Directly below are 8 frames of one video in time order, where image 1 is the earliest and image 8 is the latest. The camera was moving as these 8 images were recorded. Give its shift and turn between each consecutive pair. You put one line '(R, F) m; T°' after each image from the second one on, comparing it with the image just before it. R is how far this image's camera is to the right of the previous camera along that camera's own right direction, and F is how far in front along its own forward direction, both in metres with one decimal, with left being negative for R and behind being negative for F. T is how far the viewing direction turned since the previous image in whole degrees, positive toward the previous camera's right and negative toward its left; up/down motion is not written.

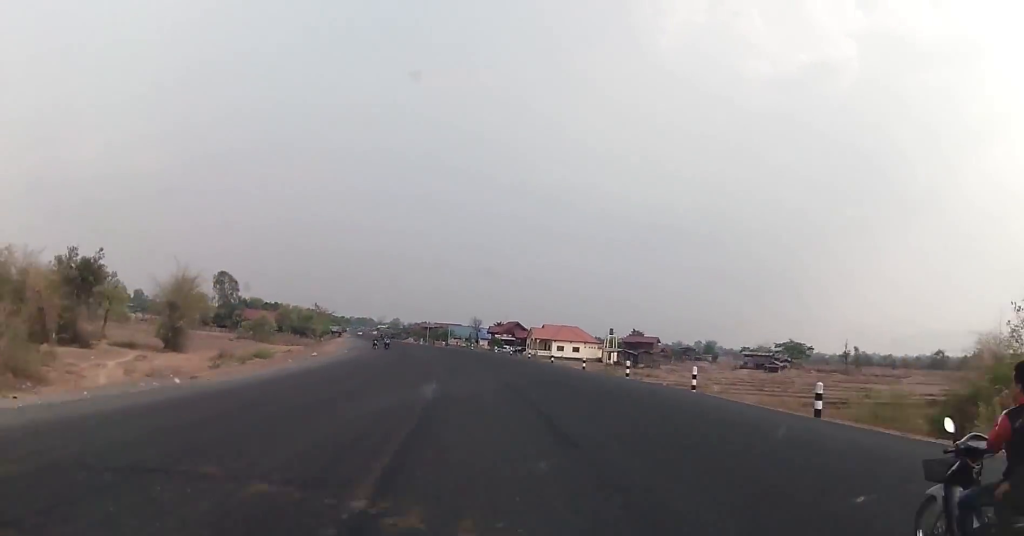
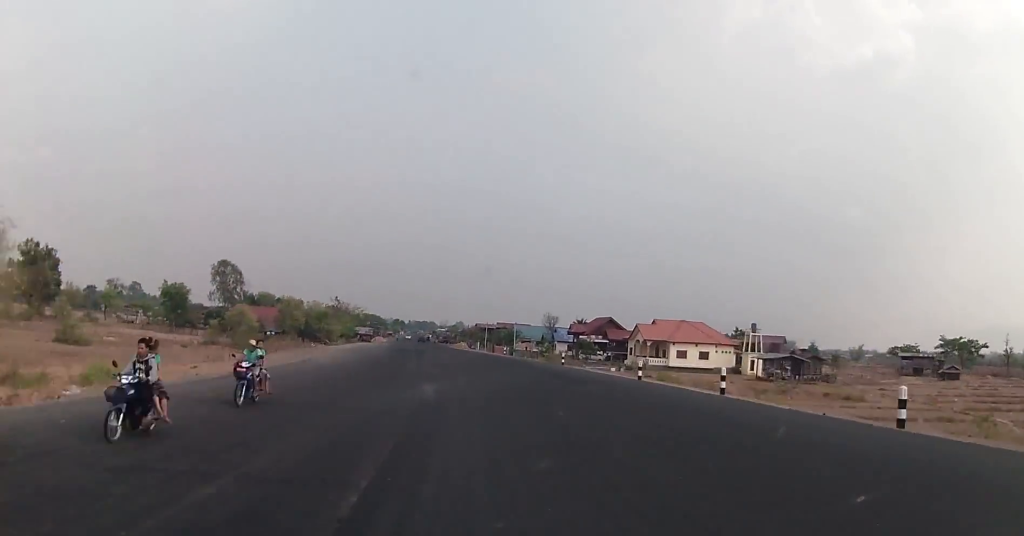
(-4.3, +50.6) m; -4°
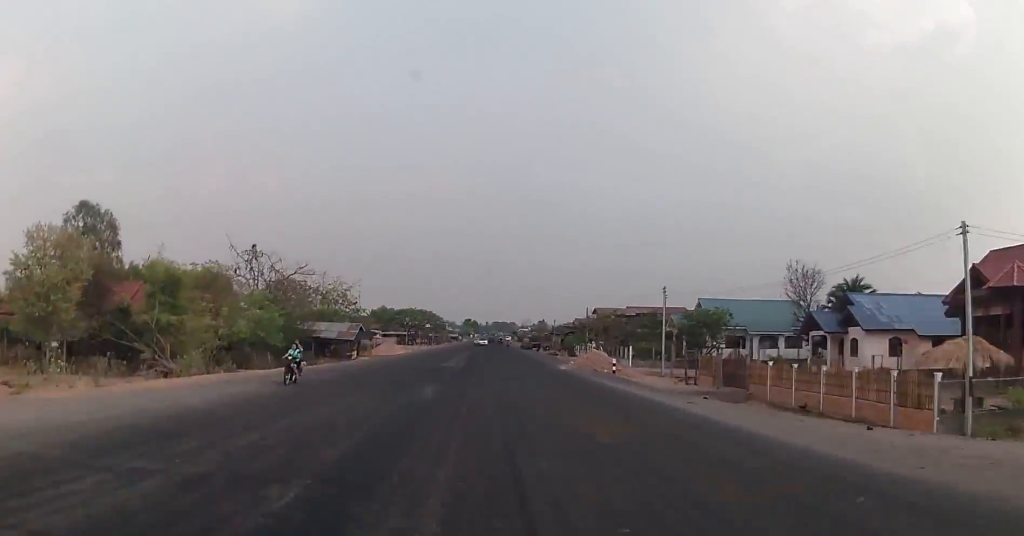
(-6.3, +97.1) m; -5°
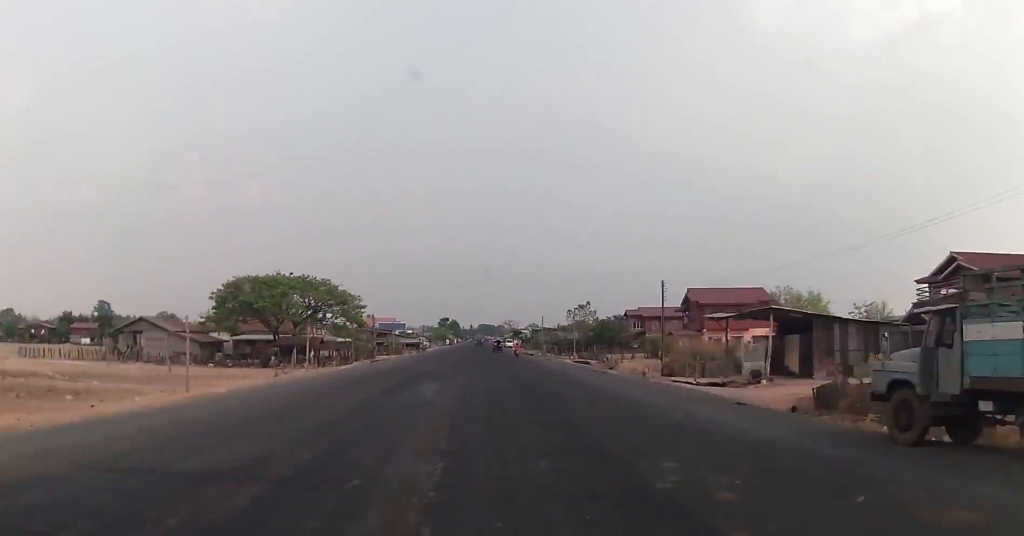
(-1.4, +127.0) m; -1°
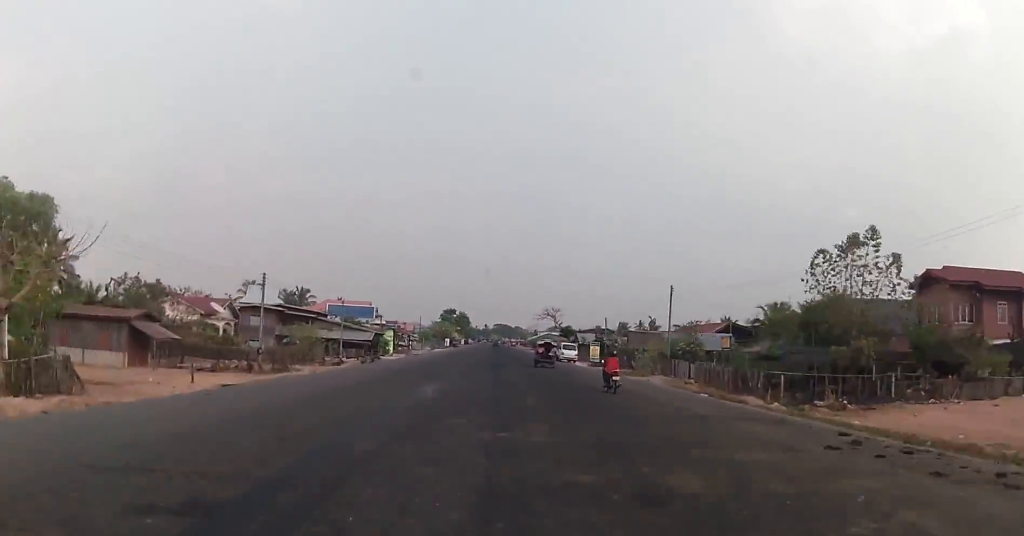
(0.0, +79.5) m; 0°
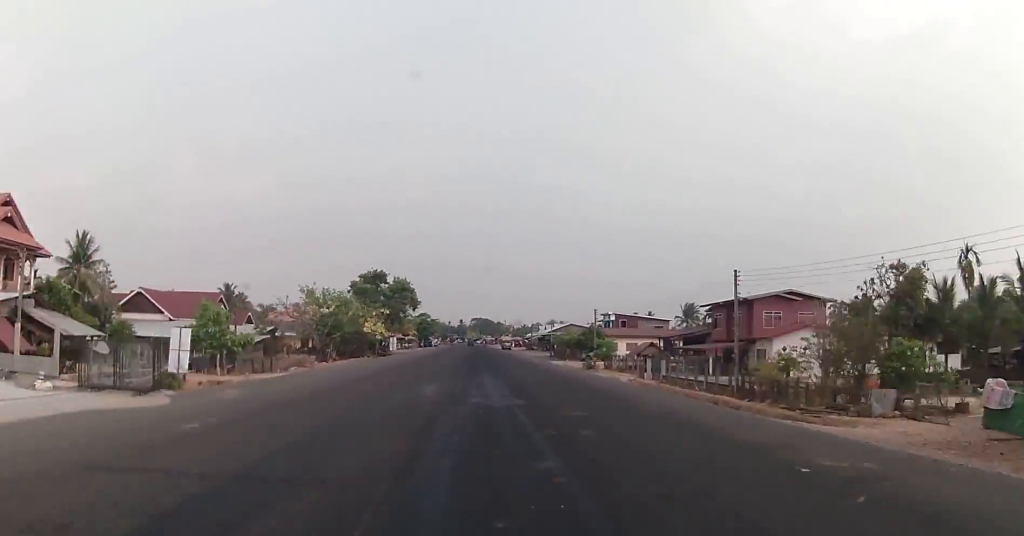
(+0.9, +112.4) m; +1°
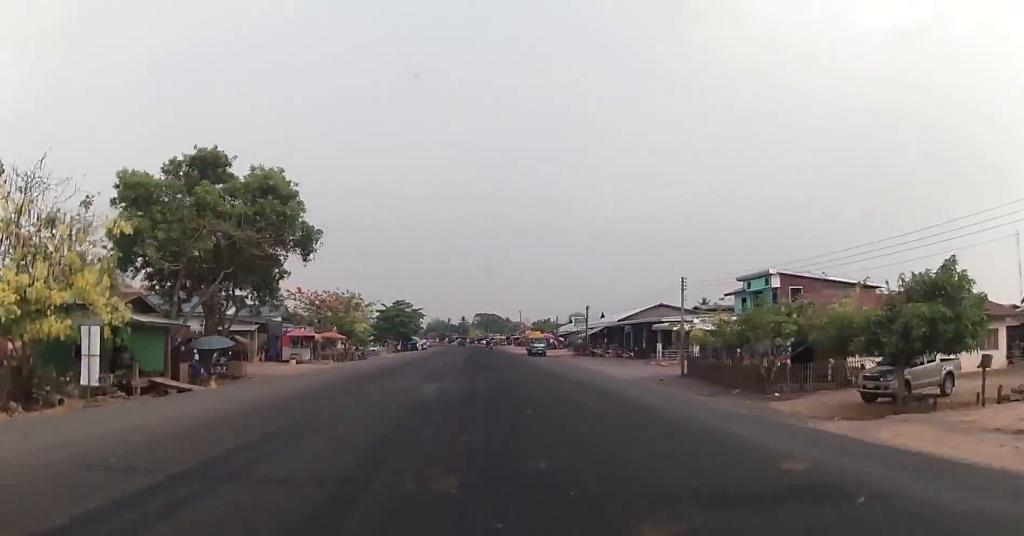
(+0.4, +65.6) m; 0°
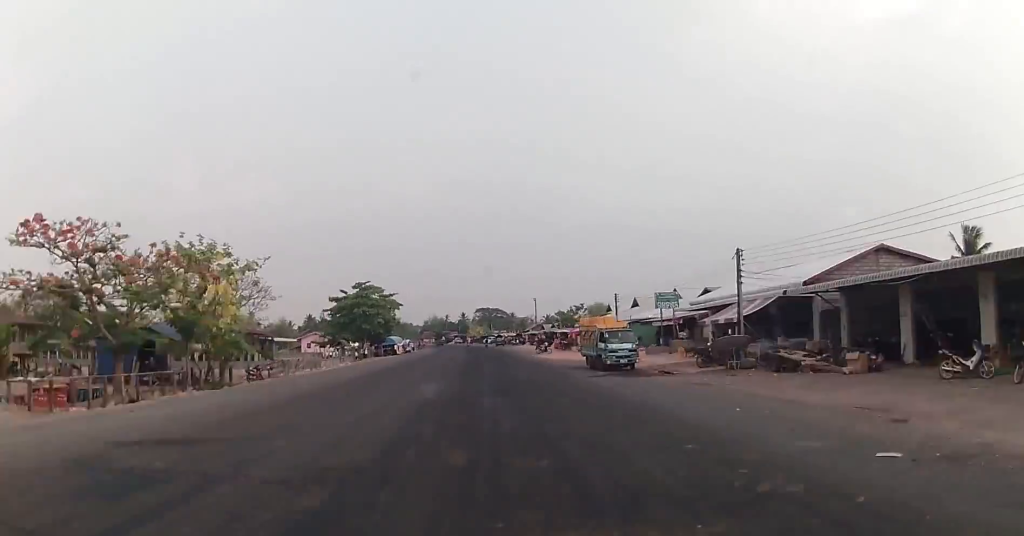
(-0.2, +43.0) m; 0°
